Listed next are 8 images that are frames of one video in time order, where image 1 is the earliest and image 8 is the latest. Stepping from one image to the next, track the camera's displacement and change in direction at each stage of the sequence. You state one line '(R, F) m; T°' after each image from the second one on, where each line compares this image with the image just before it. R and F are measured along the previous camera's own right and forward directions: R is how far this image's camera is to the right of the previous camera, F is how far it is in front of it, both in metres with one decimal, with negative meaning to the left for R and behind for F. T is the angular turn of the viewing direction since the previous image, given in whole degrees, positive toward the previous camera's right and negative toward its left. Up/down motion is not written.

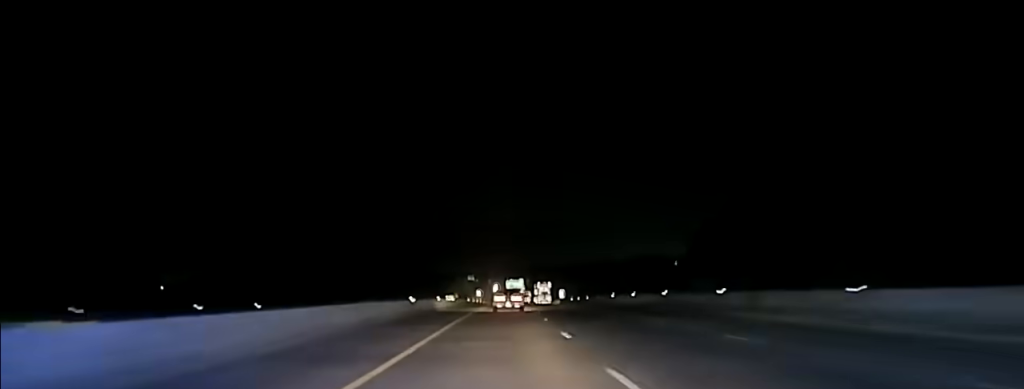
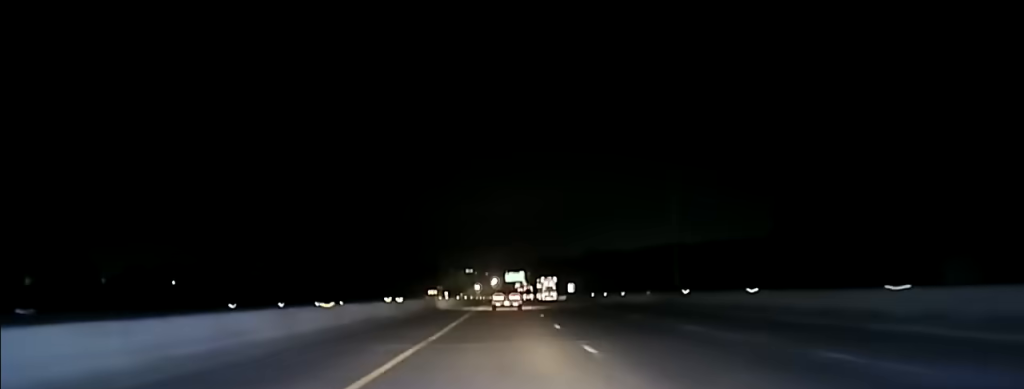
(-0.3, +43.4) m; 0°
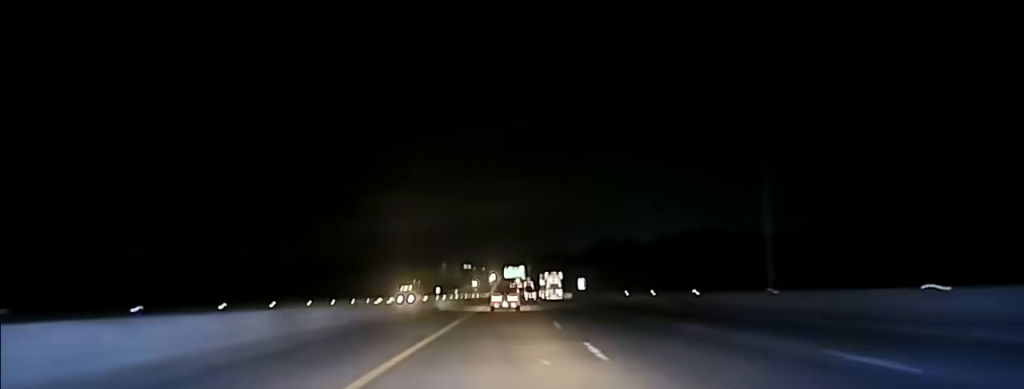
(-0.1, +37.8) m; 0°
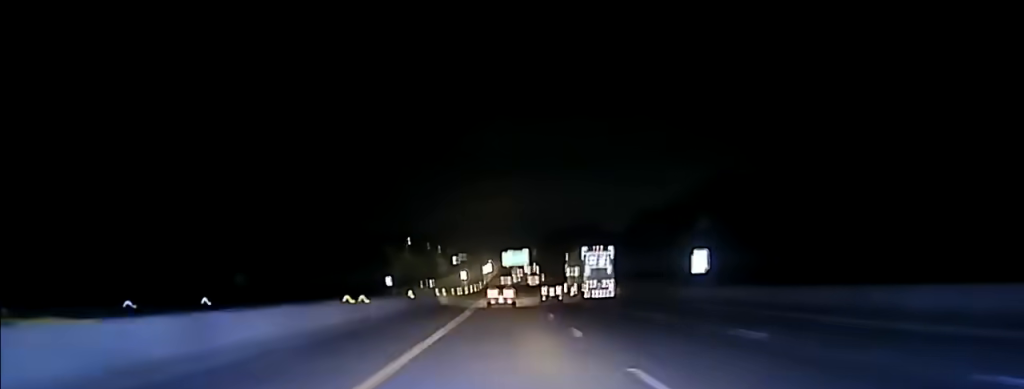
(+0.8, +127.5) m; 0°
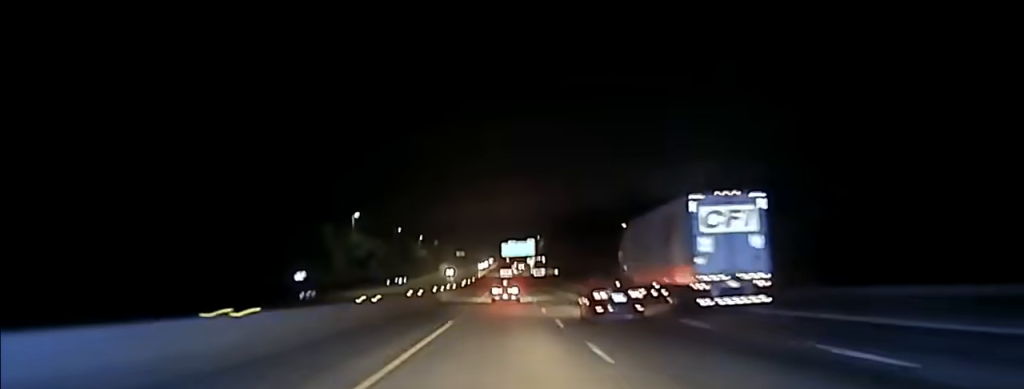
(0.0, +78.3) m; 0°
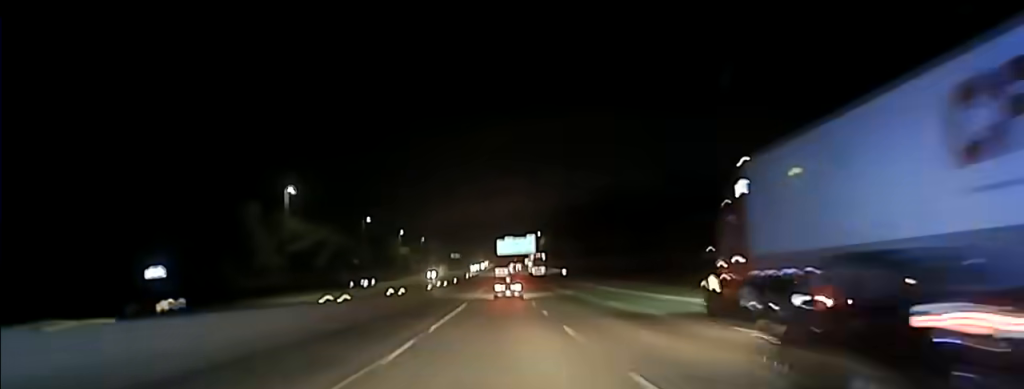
(0.0, +43.6) m; 0°
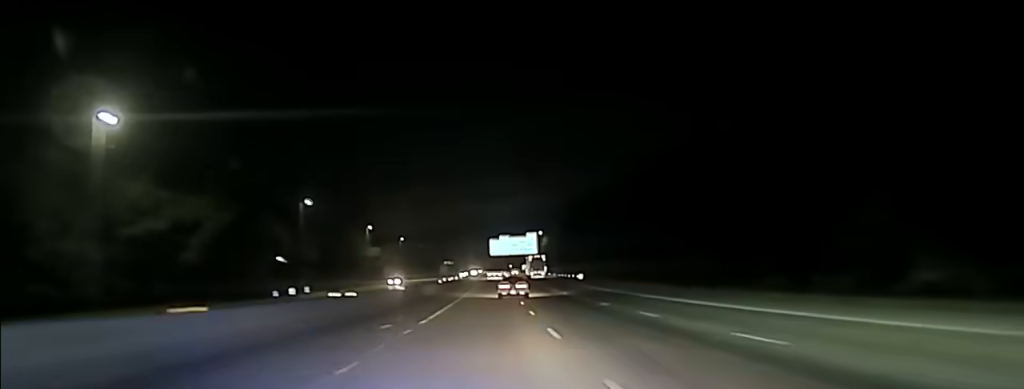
(0.0, +49.9) m; 0°
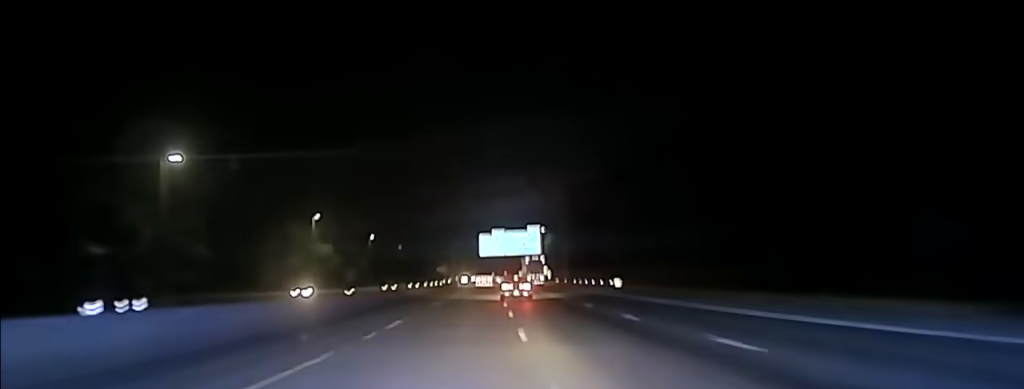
(+0.4, +49.9) m; 0°
